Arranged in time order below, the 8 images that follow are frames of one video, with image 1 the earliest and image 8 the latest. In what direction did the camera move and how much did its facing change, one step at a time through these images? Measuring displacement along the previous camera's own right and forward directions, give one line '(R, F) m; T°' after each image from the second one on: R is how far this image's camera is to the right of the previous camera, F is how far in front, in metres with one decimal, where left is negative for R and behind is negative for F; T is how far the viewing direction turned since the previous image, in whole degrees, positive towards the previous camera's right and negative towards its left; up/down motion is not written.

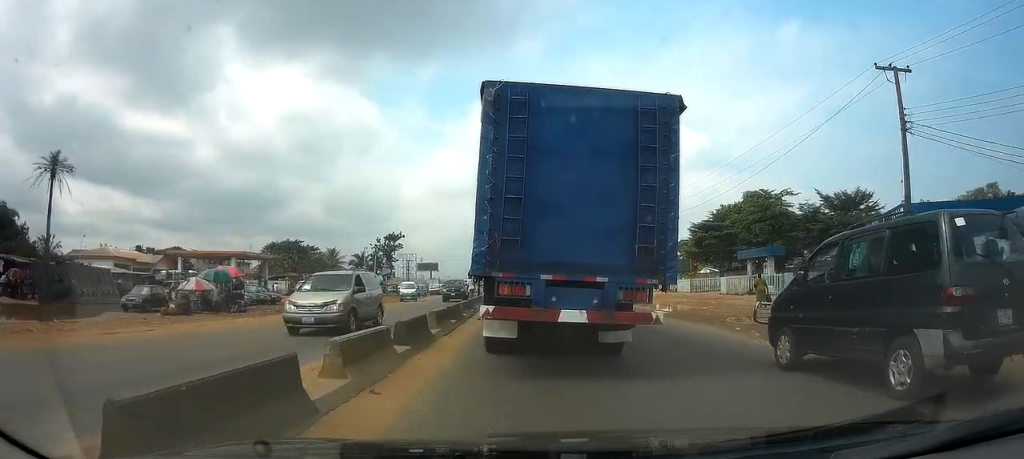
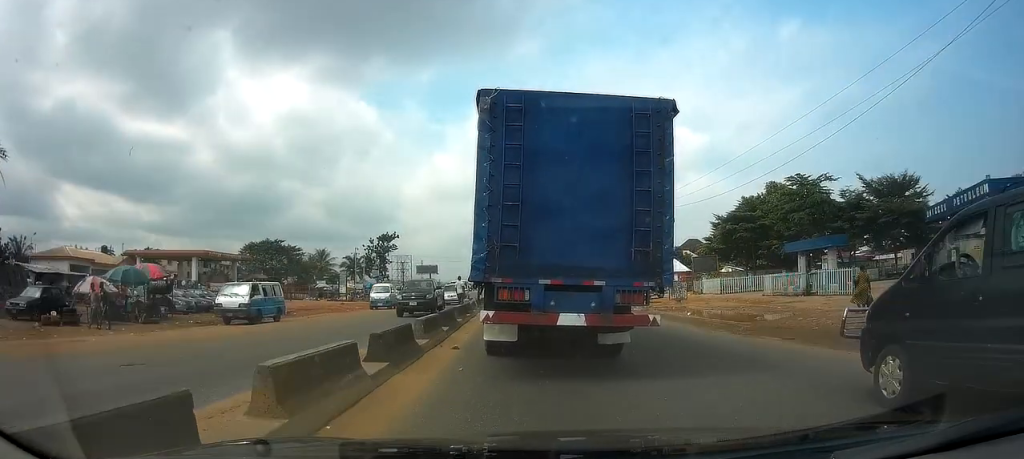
(0.0, +8.9) m; 0°
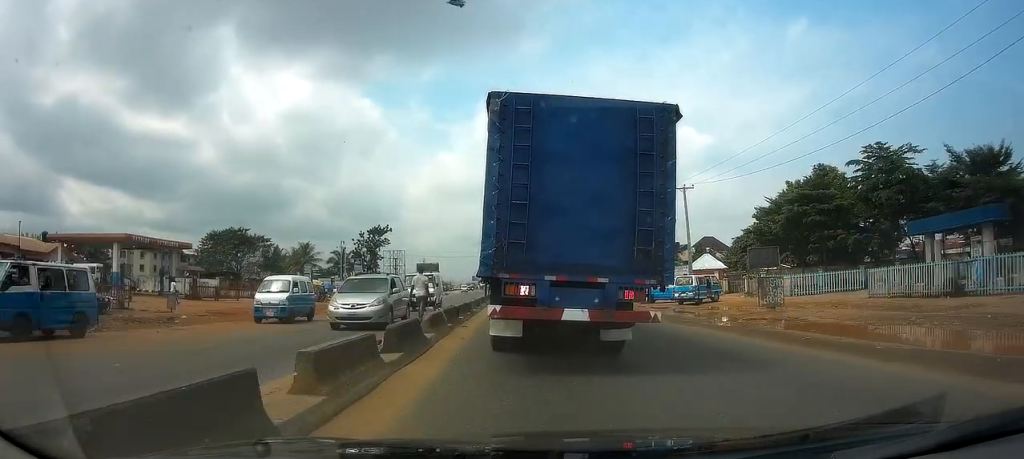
(0.0, +13.6) m; 0°
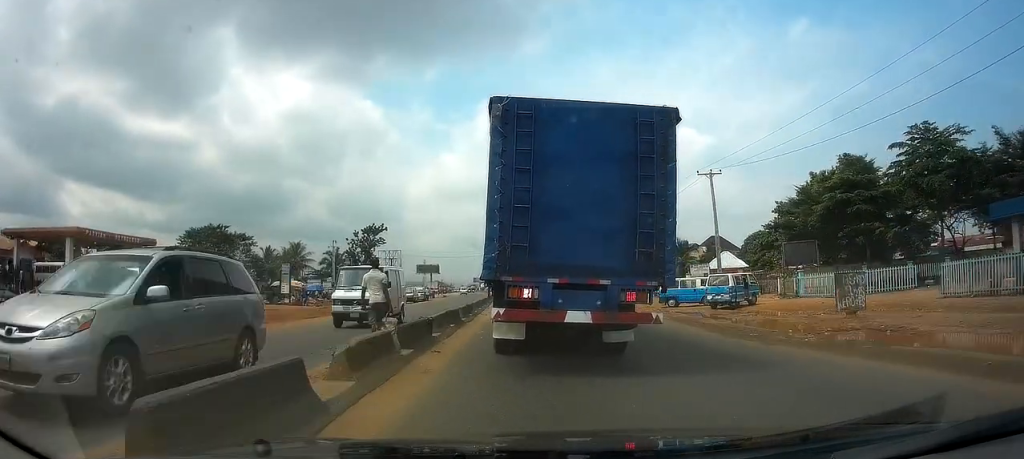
(0.0, +6.0) m; 0°
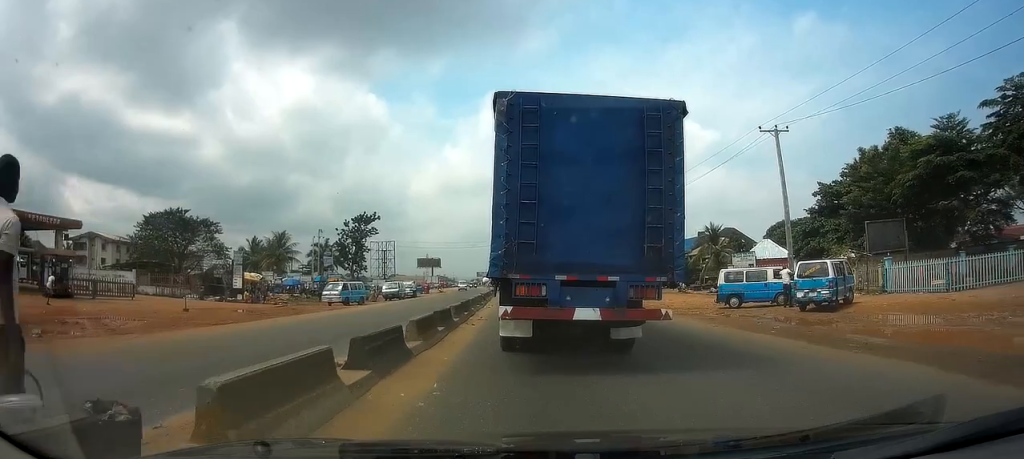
(-0.1, +9.9) m; 0°
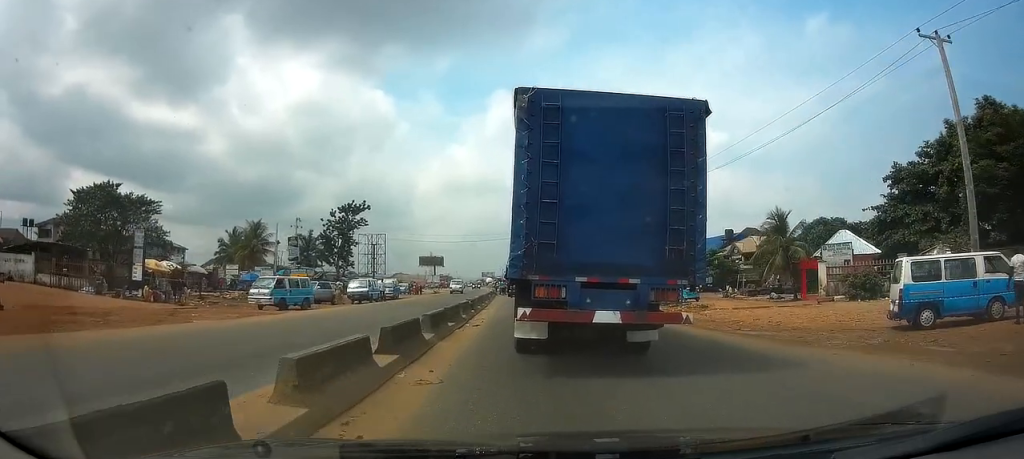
(0.0, +13.4) m; 0°
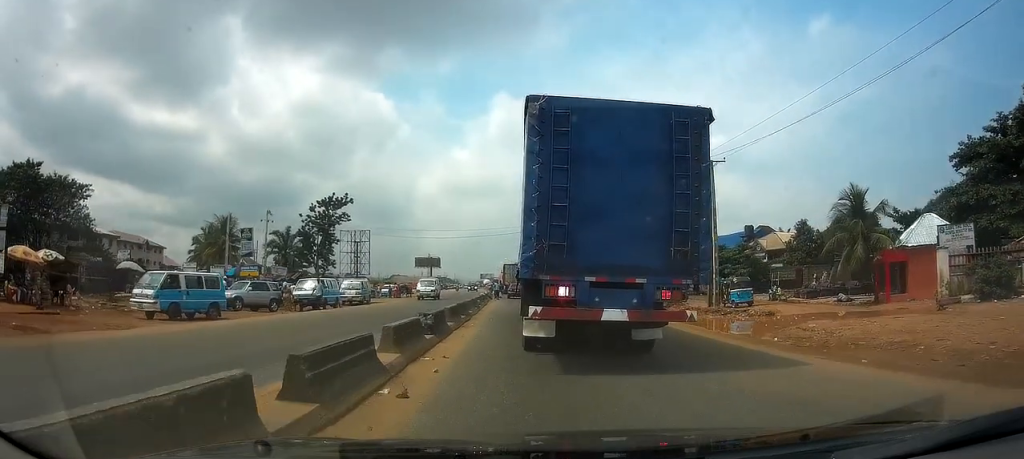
(-0.1, +10.4) m; -1°
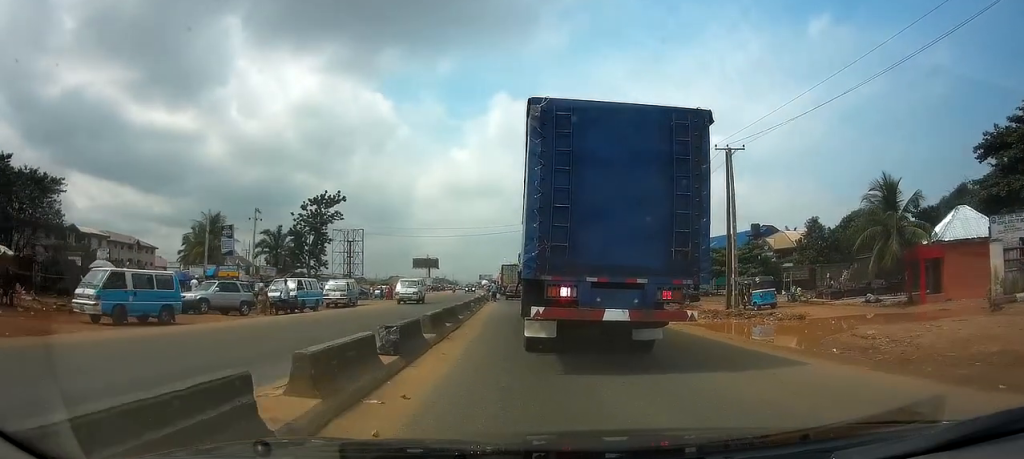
(0.0, +3.4) m; 0°
